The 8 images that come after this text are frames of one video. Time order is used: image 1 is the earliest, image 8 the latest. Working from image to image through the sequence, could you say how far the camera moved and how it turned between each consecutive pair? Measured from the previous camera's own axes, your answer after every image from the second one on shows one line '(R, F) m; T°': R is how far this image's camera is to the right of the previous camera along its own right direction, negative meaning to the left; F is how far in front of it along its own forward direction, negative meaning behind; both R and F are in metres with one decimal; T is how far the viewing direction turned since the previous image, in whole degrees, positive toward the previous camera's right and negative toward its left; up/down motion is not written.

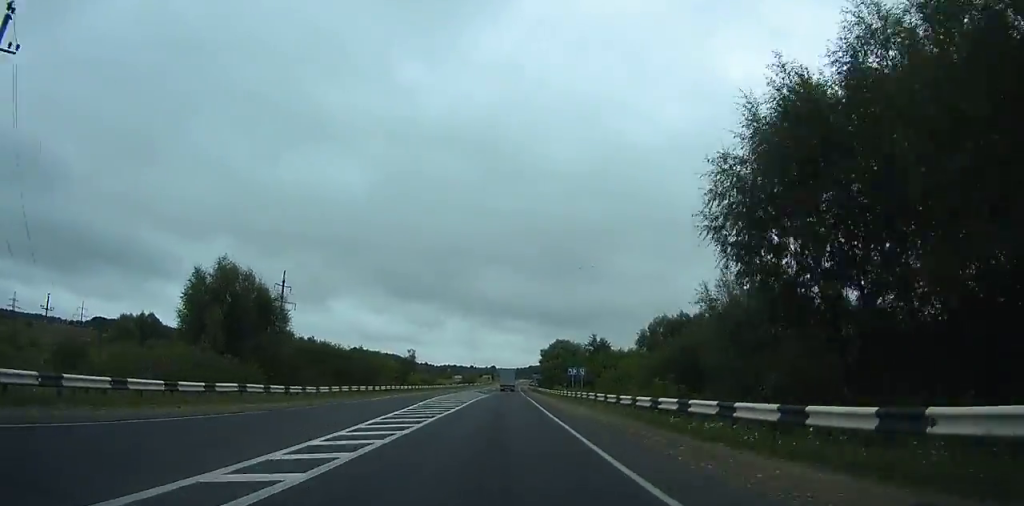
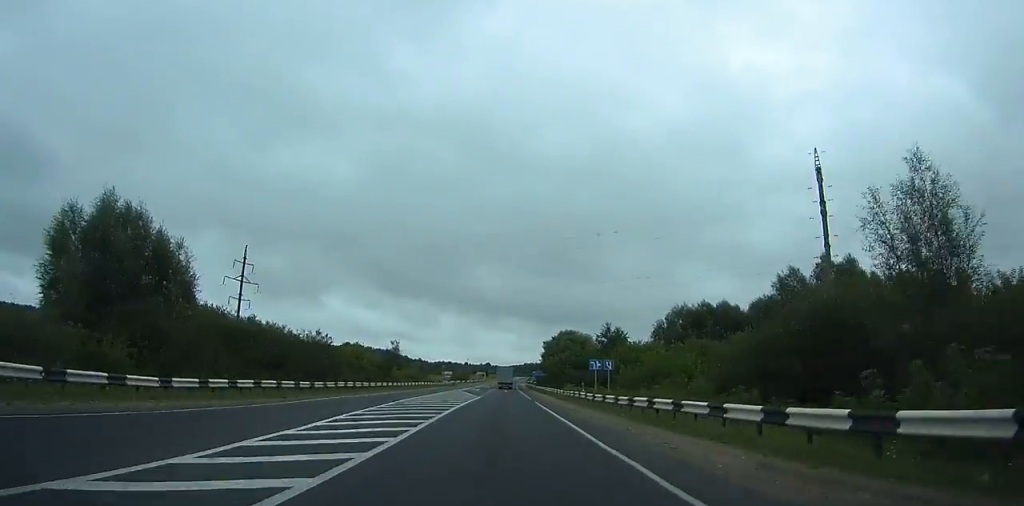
(0.0, +16.9) m; 0°
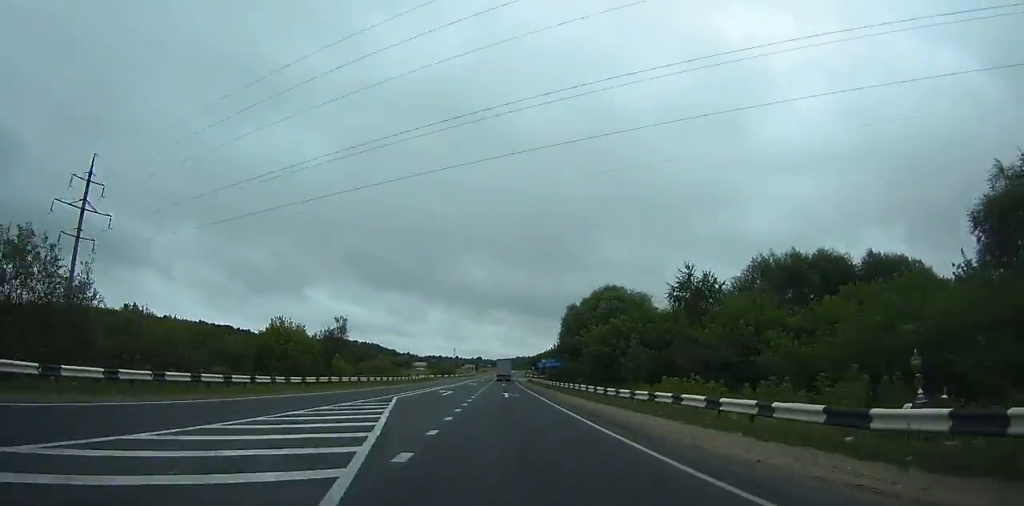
(+0.3, +39.9) m; +1°
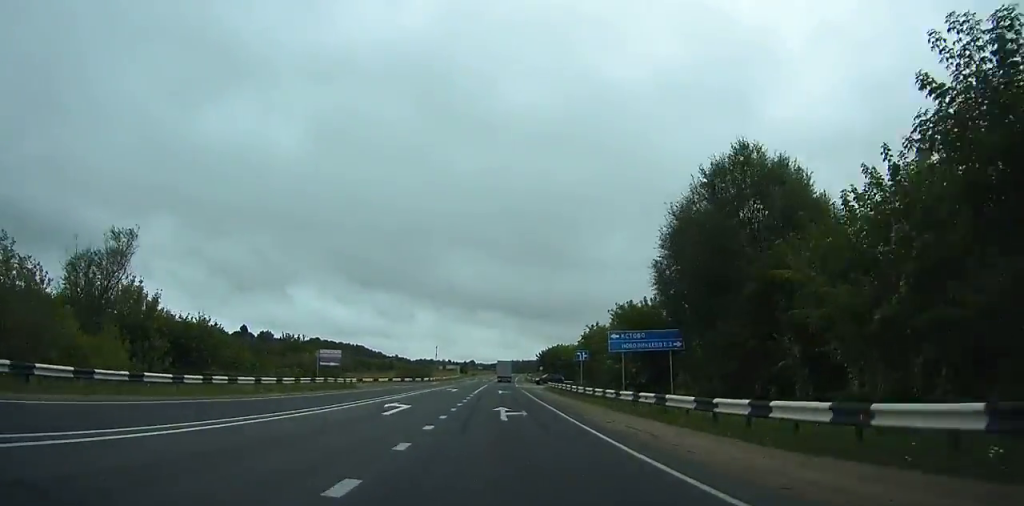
(+0.7, +53.6) m; +1°
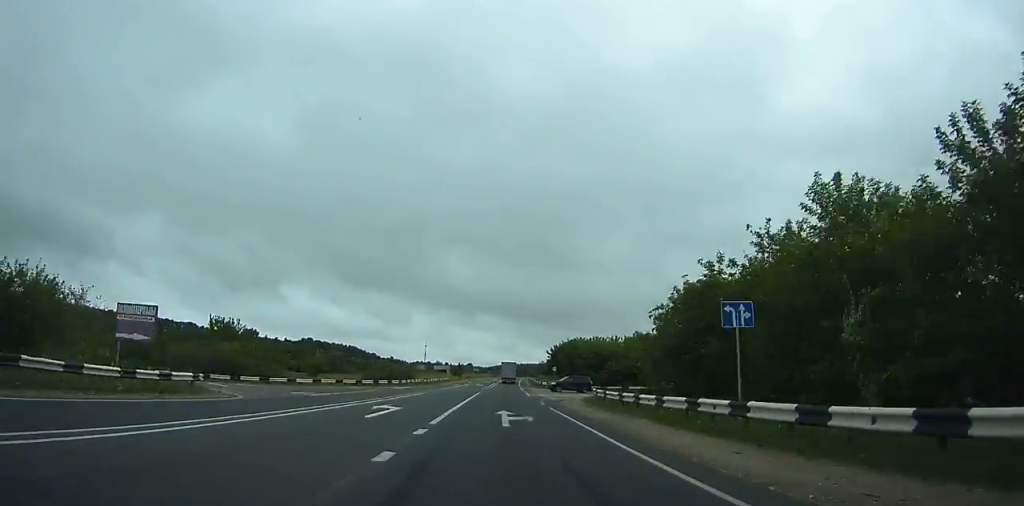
(+0.1, +29.4) m; 0°
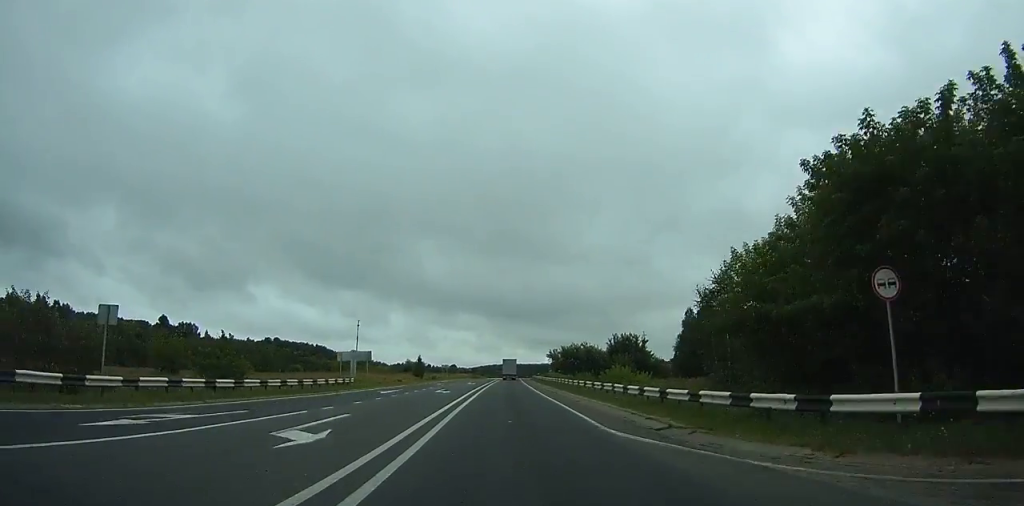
(+0.5, +78.3) m; +1°
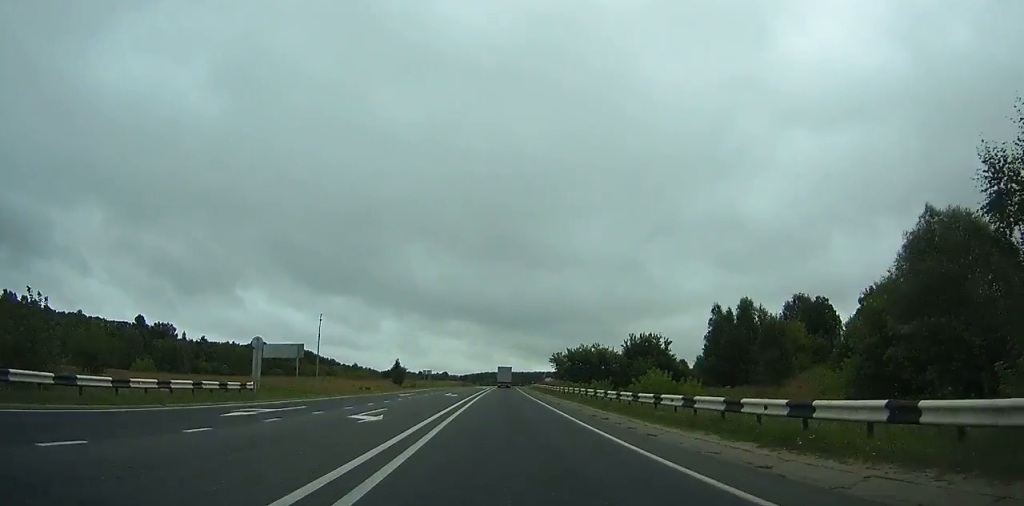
(+0.1, +20.7) m; 0°
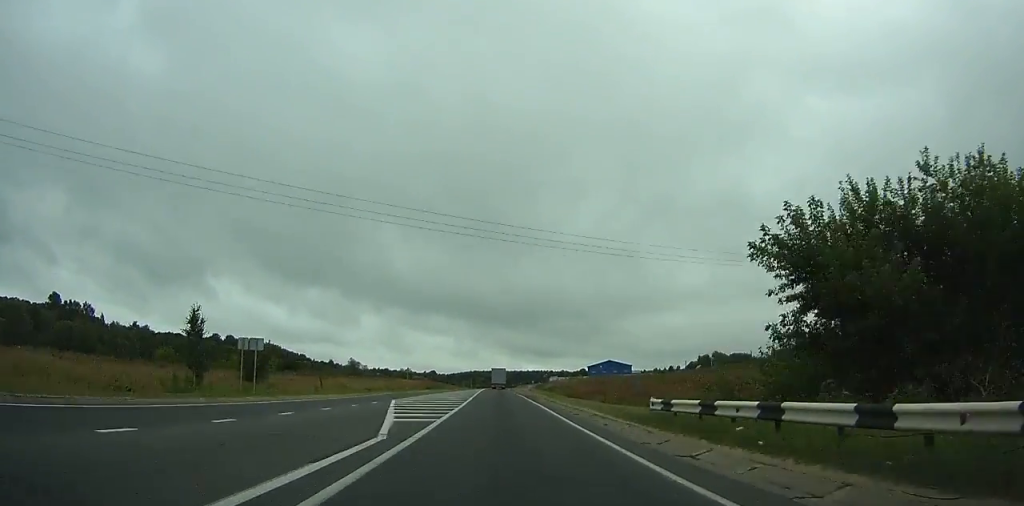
(+1.2, +78.1) m; +2°
